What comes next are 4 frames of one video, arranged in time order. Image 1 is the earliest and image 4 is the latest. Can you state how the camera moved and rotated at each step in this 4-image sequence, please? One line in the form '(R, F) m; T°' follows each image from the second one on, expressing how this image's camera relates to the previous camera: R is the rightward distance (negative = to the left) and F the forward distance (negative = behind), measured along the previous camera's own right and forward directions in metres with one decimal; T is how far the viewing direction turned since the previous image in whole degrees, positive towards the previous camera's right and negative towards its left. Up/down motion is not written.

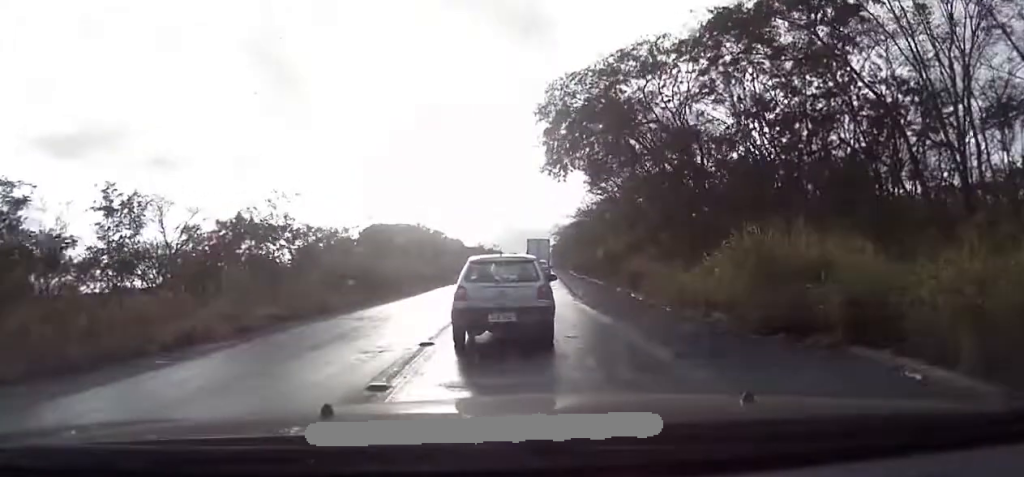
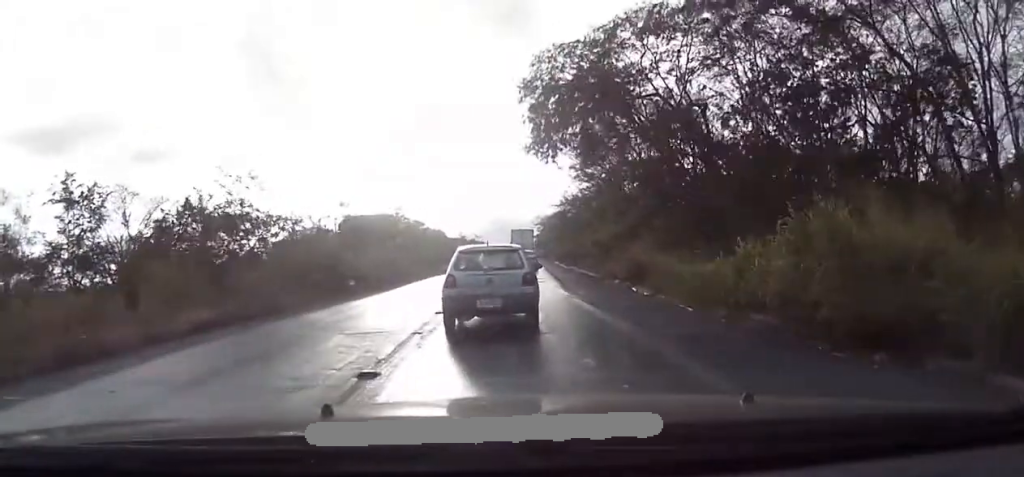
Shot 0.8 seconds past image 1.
(+0.3, +4.3) m; +3°
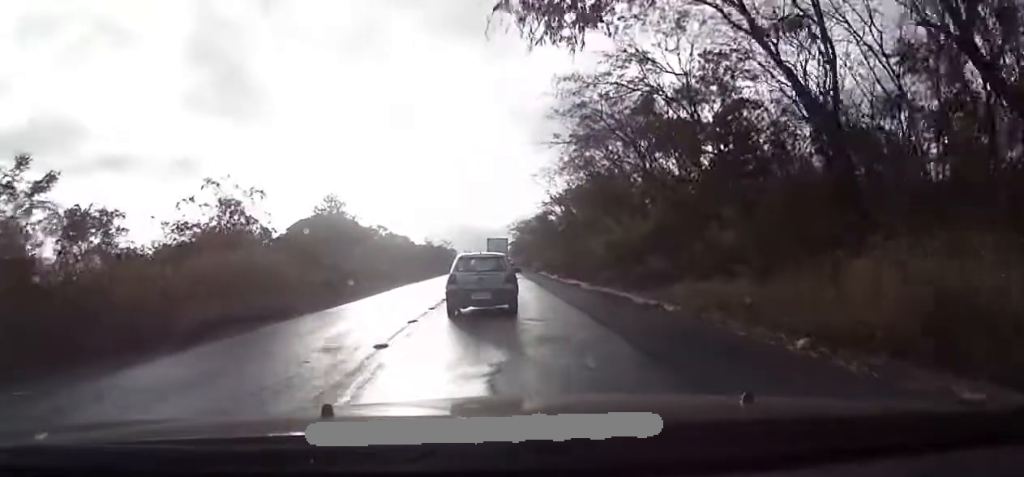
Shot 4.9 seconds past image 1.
(-0.8, +19.2) m; -2°
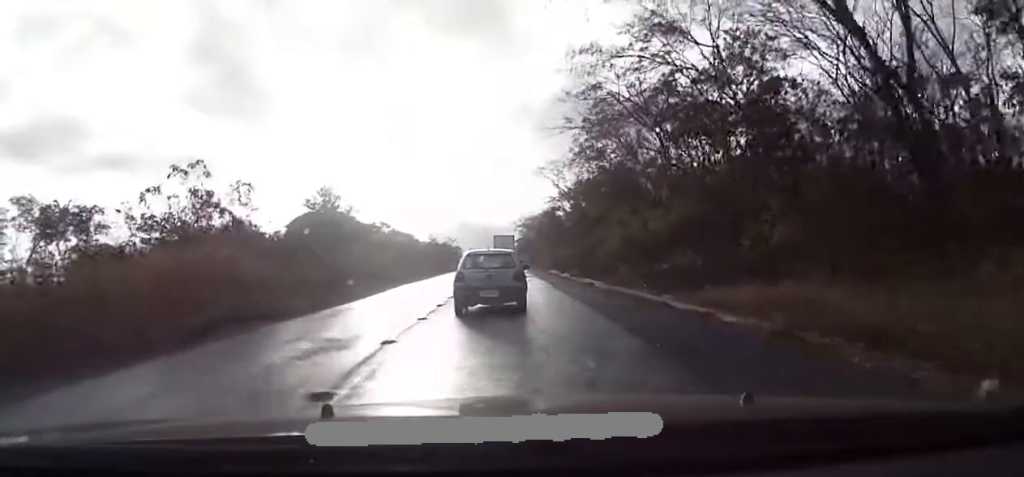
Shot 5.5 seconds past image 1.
(-0.2, +3.5) m; 0°
